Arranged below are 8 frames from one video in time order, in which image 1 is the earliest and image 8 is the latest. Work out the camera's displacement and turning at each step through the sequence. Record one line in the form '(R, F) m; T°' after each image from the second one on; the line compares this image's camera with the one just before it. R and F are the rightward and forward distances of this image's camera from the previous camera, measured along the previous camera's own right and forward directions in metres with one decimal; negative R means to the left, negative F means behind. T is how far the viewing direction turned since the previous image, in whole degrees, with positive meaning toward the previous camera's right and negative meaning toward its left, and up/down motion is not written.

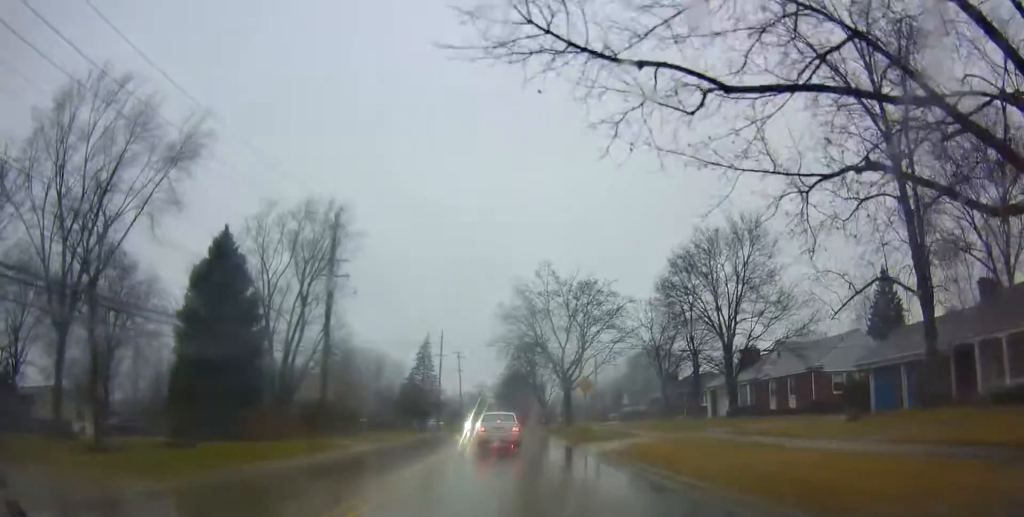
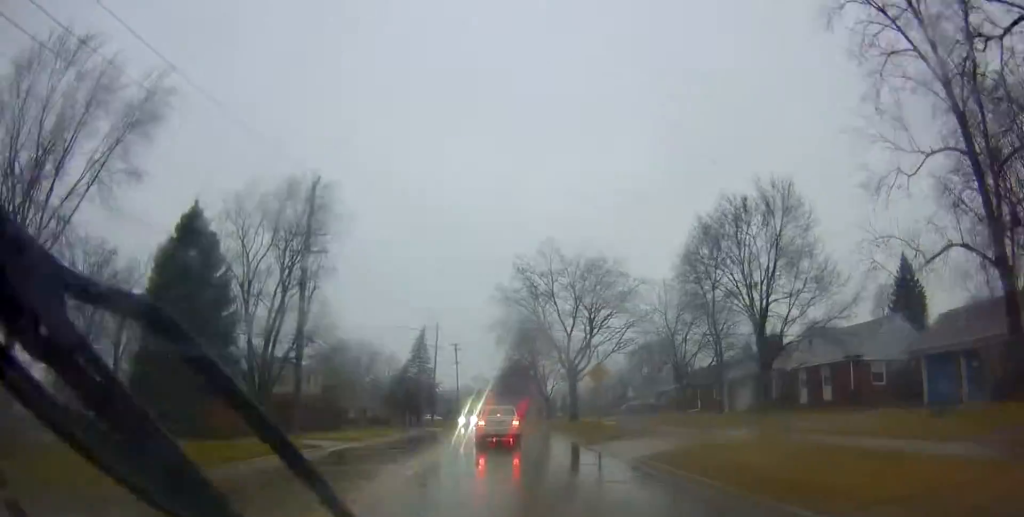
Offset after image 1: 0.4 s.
(0.0, +4.9) m; -1°
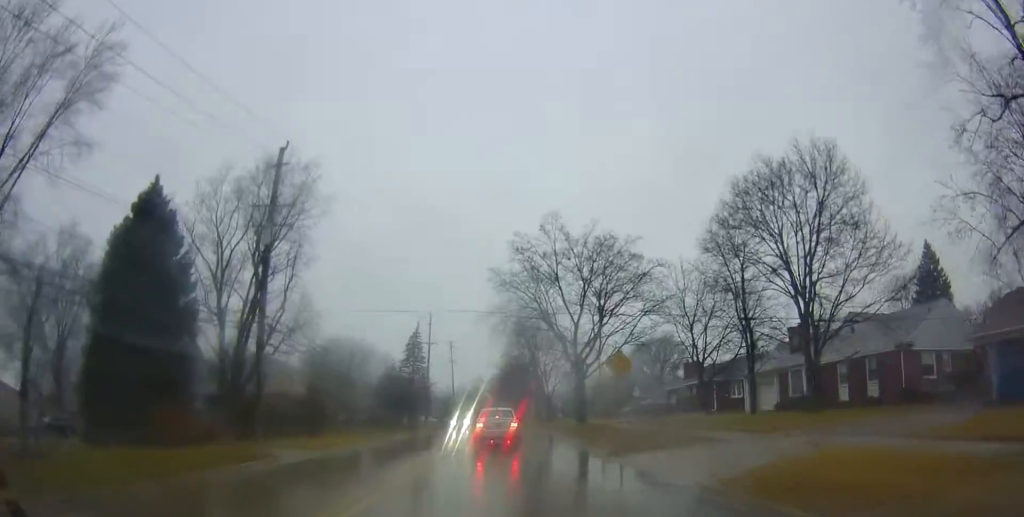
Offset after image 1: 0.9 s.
(+0.1, +5.3) m; -2°
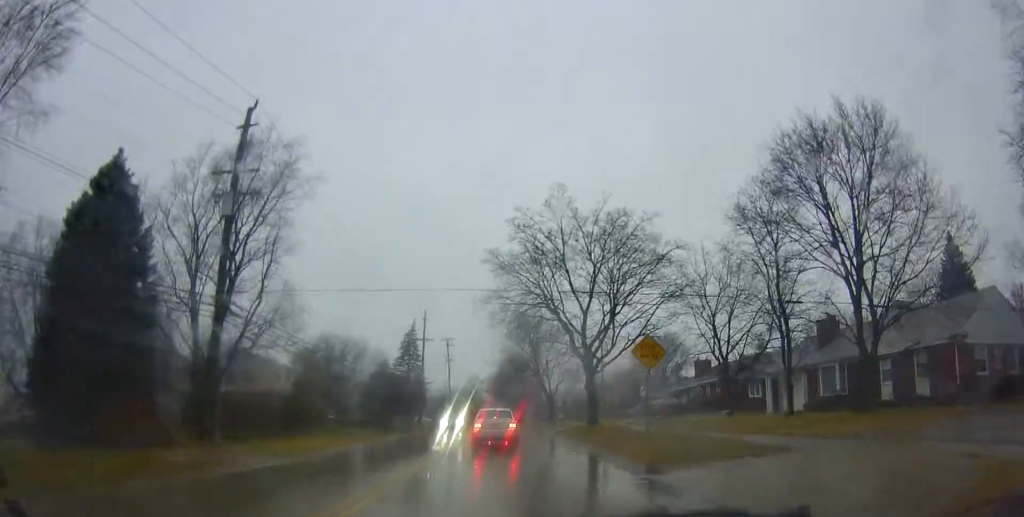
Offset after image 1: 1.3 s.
(0.0, +4.5) m; -1°
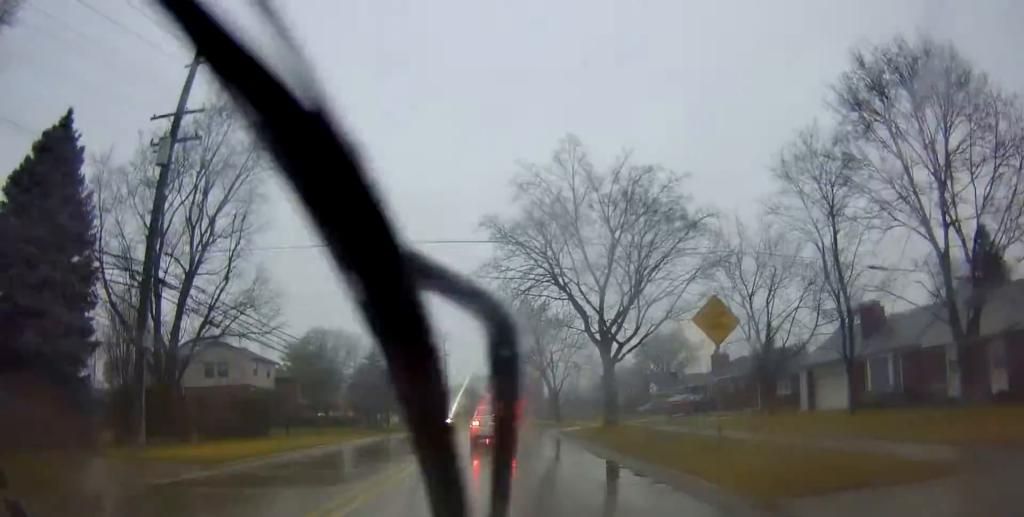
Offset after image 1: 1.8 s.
(-0.4, +5.6) m; 0°
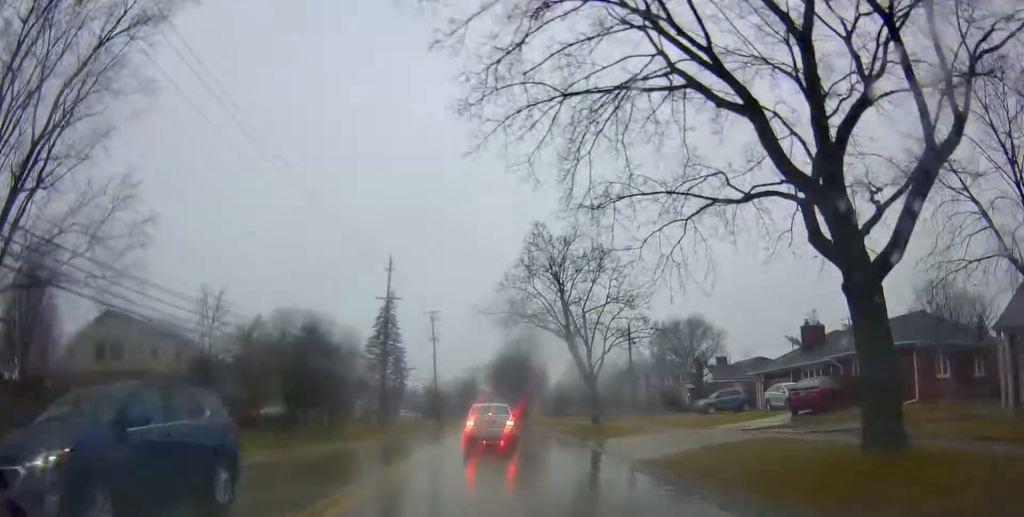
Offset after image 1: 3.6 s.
(+0.1, +19.0) m; -1°
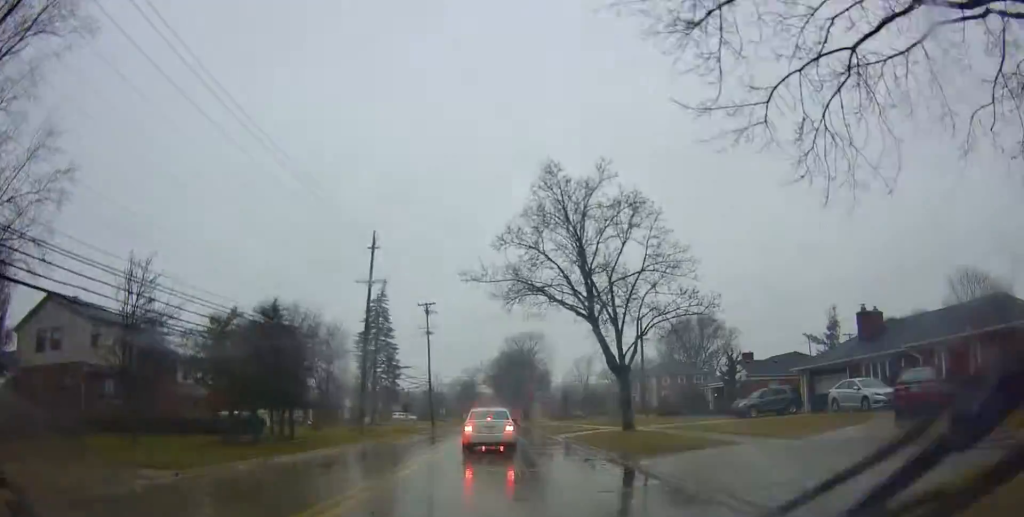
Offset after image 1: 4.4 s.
(-0.3, +7.6) m; +1°
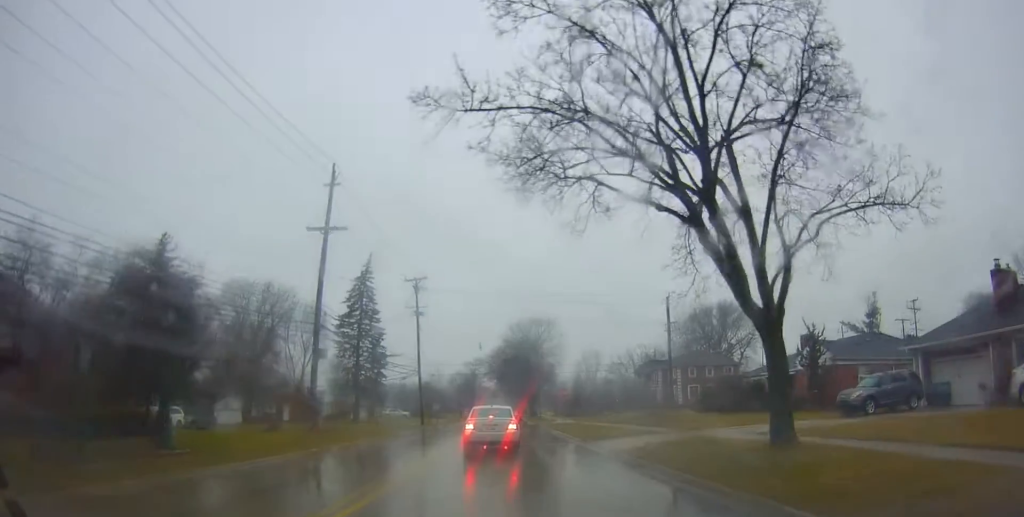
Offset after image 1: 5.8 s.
(+0.7, +12.0) m; +2°
